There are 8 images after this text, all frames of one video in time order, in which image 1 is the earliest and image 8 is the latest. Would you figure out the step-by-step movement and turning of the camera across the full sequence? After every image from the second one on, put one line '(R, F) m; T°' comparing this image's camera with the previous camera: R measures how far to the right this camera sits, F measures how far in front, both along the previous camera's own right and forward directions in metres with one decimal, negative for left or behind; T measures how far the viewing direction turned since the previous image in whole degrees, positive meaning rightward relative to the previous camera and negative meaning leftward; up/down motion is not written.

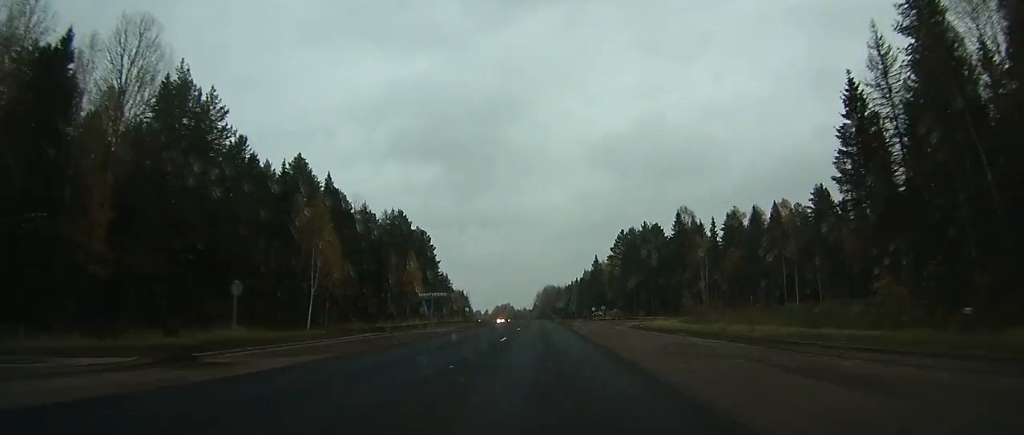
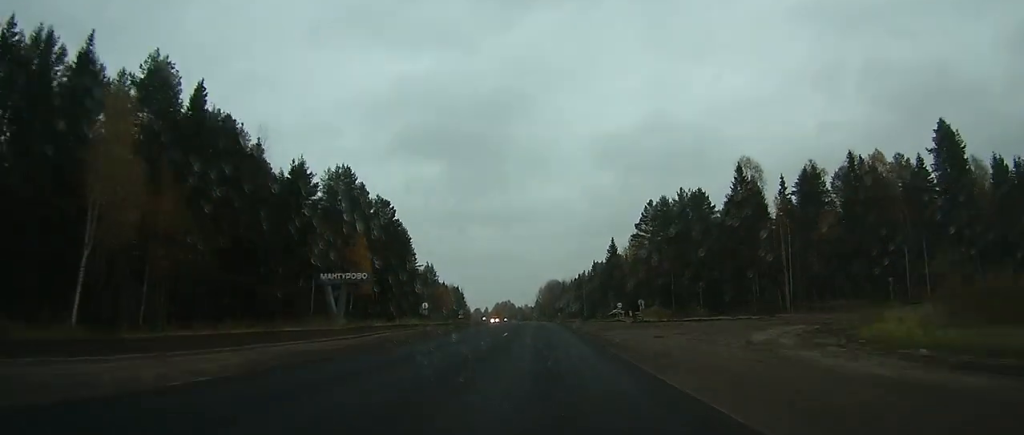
(-0.7, +42.2) m; -2°
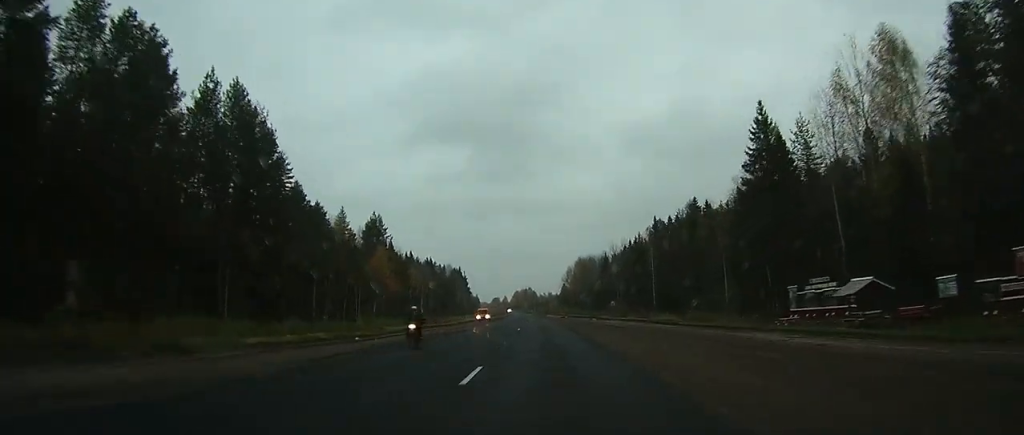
(-2.8, +97.3) m; -3°
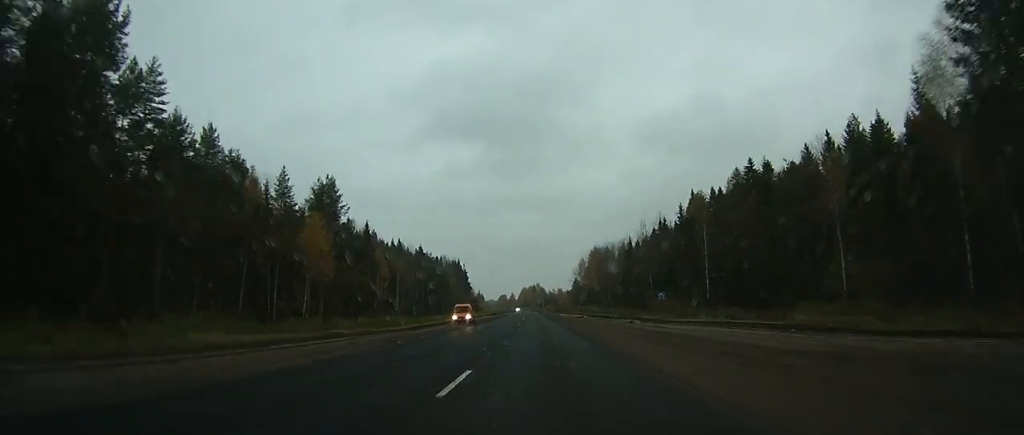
(-0.2, +33.9) m; -1°
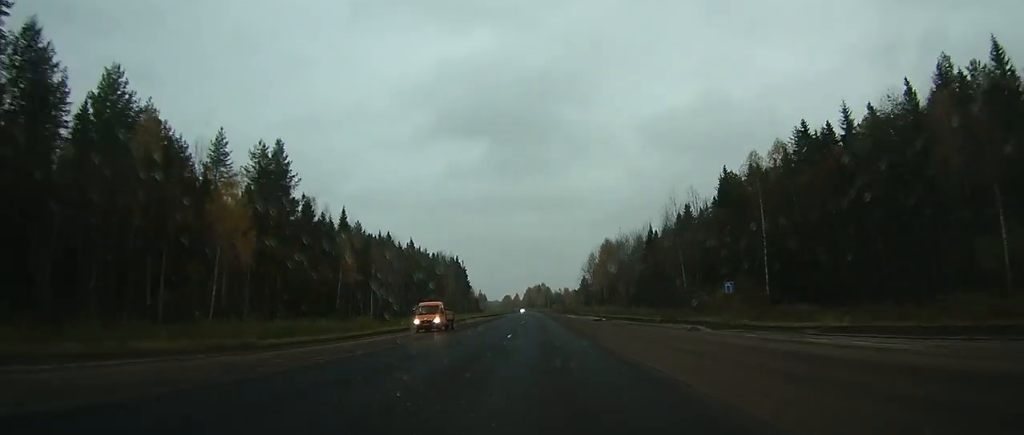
(-0.1, +22.8) m; 0°
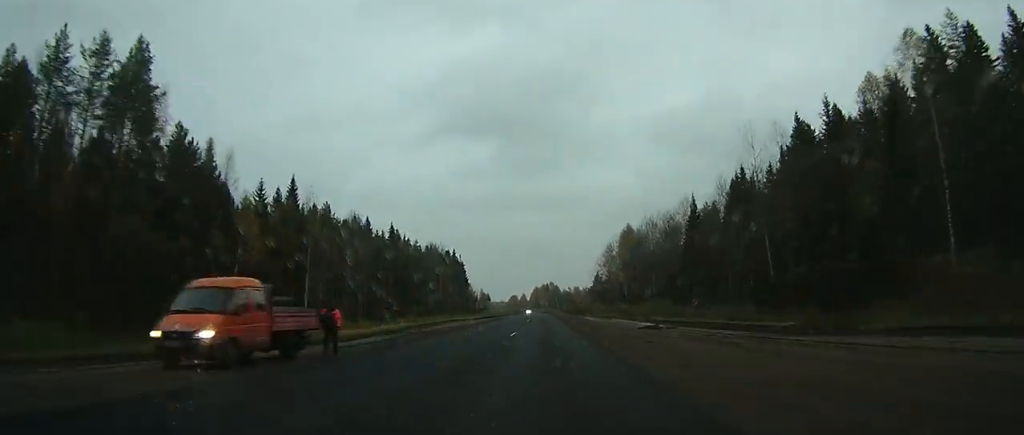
(-0.1, +32.3) m; 0°
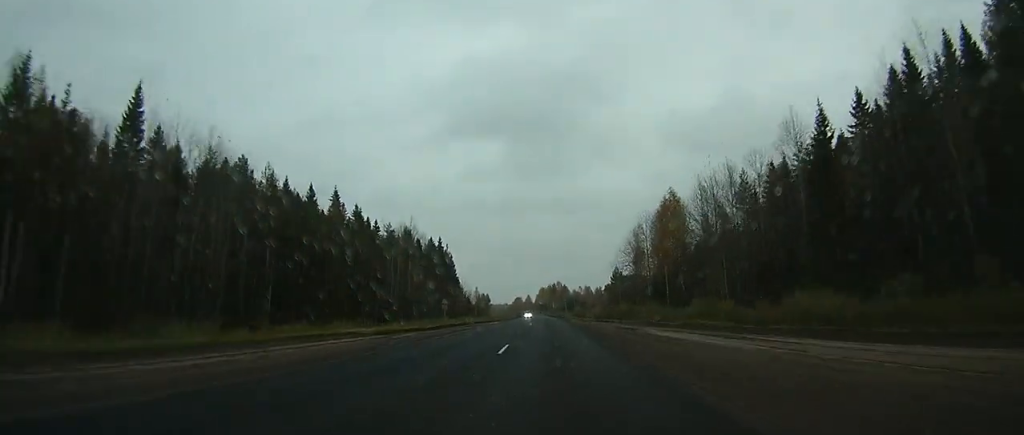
(-0.2, +44.6) m; 0°
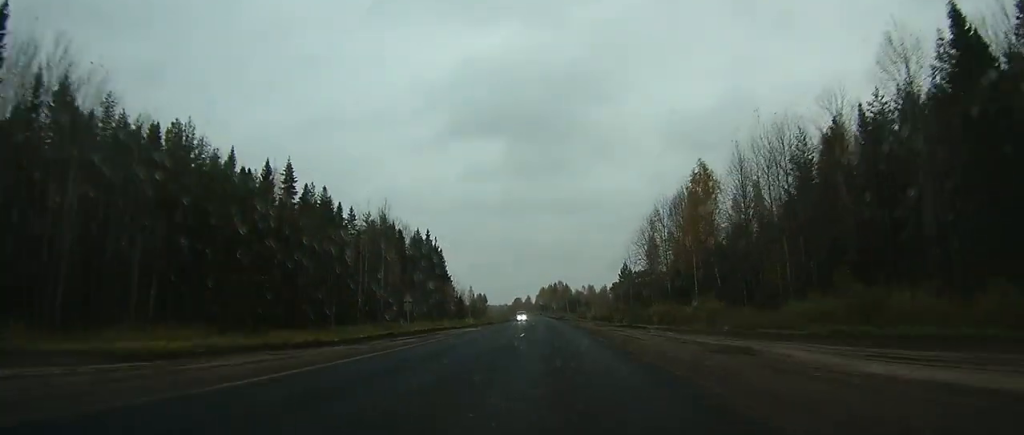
(0.0, +19.7) m; 0°
